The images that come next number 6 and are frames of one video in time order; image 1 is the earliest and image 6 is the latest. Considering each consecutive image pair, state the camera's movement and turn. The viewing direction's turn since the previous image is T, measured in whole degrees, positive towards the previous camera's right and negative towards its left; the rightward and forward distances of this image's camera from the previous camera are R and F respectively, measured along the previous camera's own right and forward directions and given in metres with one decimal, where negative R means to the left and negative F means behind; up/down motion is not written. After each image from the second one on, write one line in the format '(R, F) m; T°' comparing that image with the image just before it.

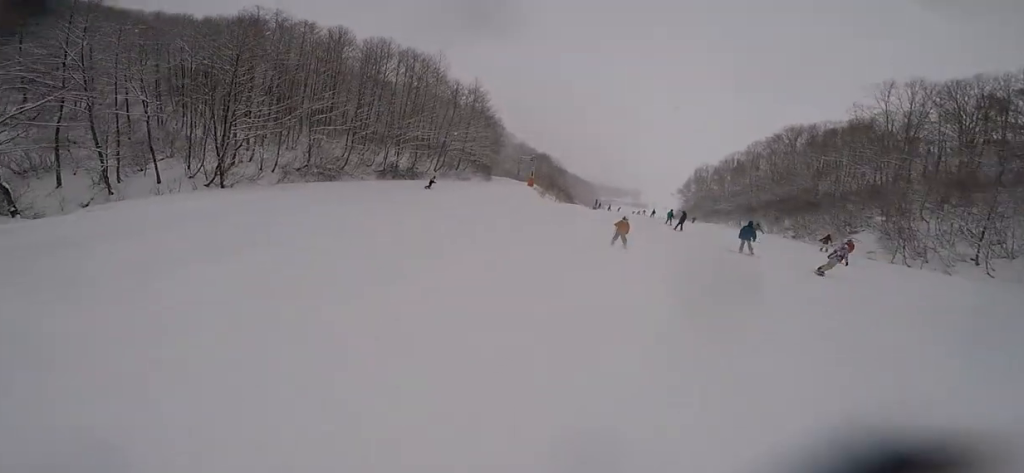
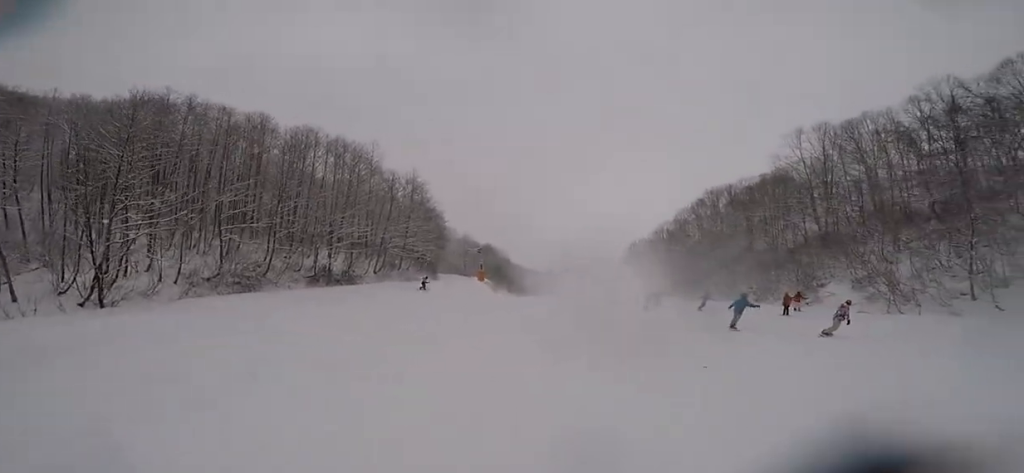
(0.0, +4.8) m; +1°
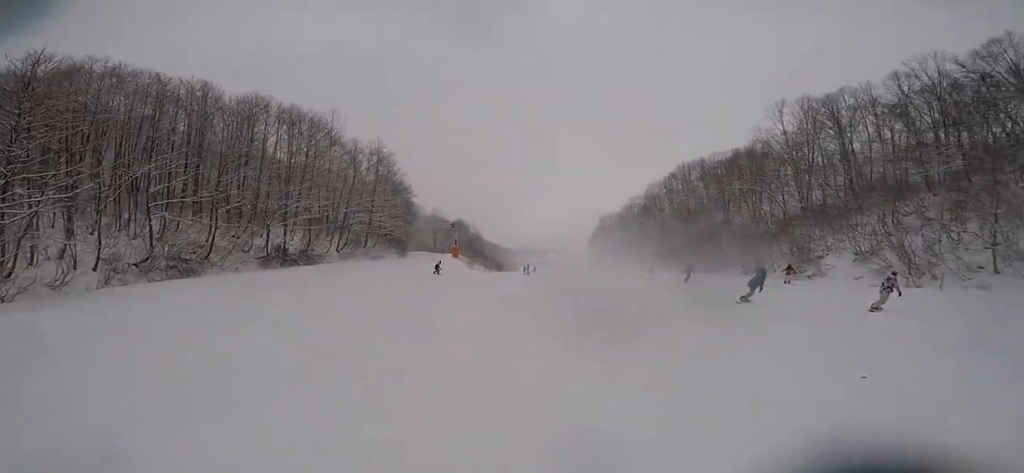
(0.0, +3.4) m; +9°
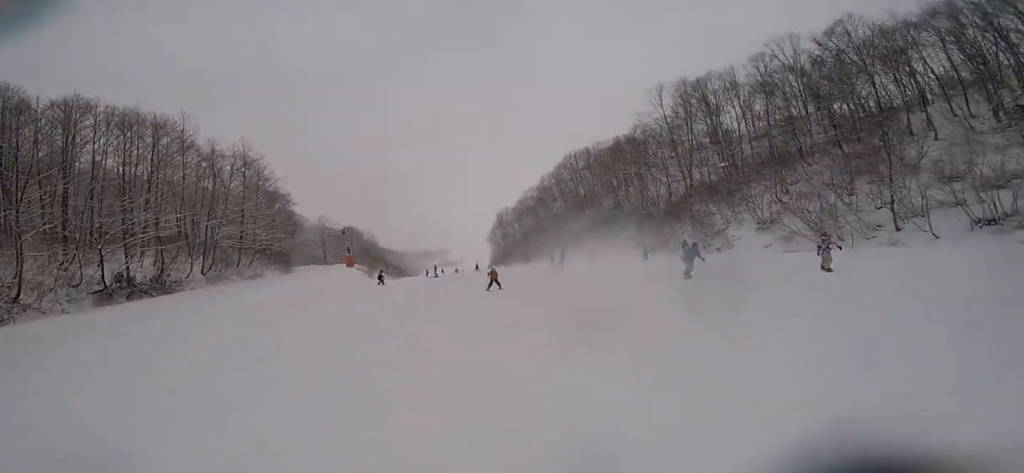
(+0.2, +3.4) m; +6°
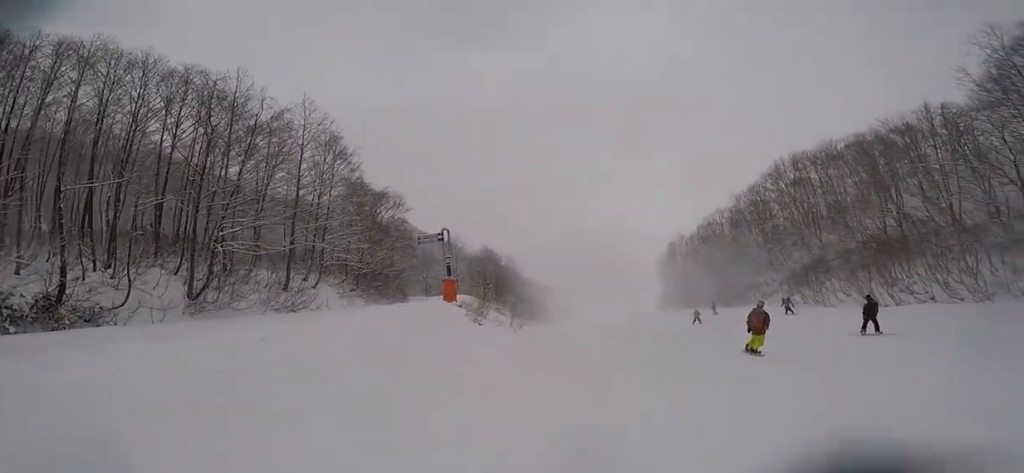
(-4.5, +23.4) m; -2°
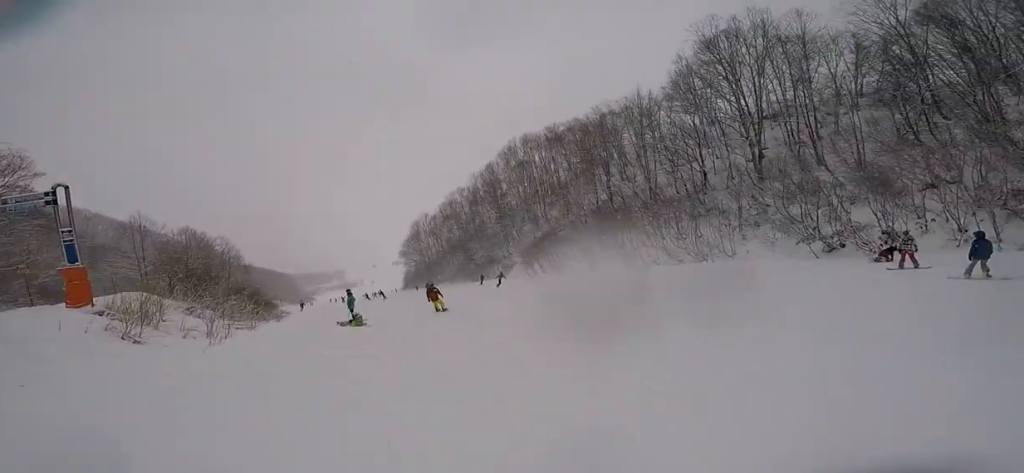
(+2.4, +6.9) m; +24°
